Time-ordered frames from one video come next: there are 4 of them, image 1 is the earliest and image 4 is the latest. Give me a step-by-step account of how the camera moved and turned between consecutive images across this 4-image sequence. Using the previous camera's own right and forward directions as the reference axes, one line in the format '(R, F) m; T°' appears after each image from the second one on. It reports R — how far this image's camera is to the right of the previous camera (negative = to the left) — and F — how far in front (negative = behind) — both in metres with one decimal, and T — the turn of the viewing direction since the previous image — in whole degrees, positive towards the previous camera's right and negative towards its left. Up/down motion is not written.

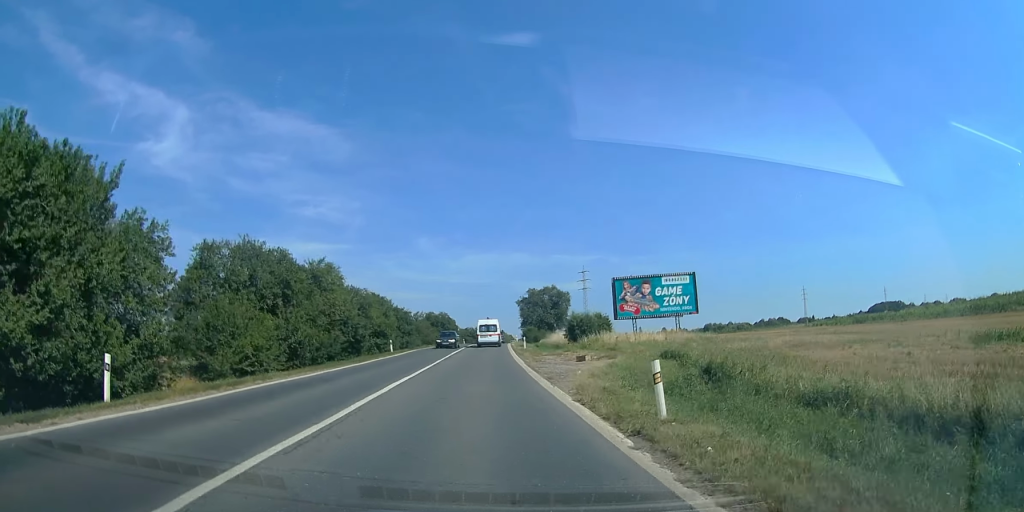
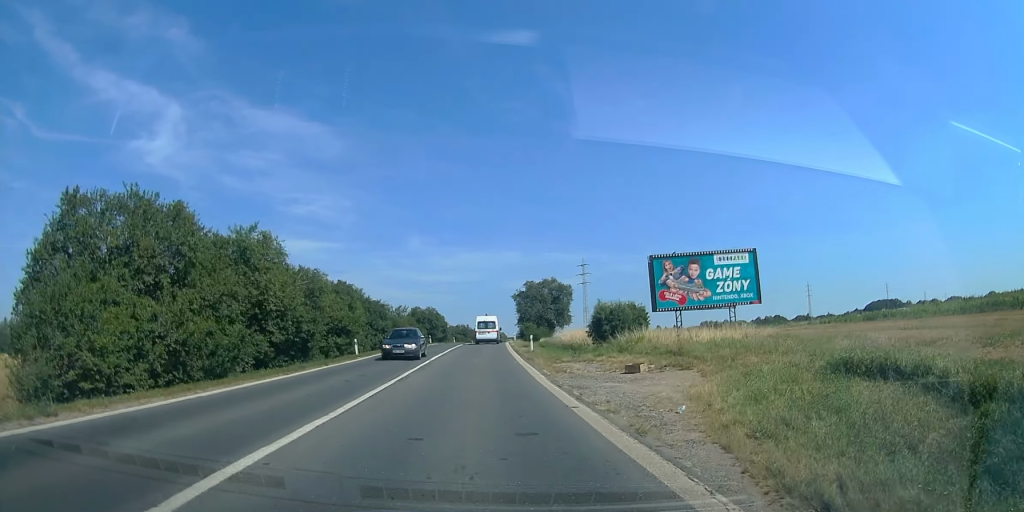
(+0.2, +9.9) m; 0°
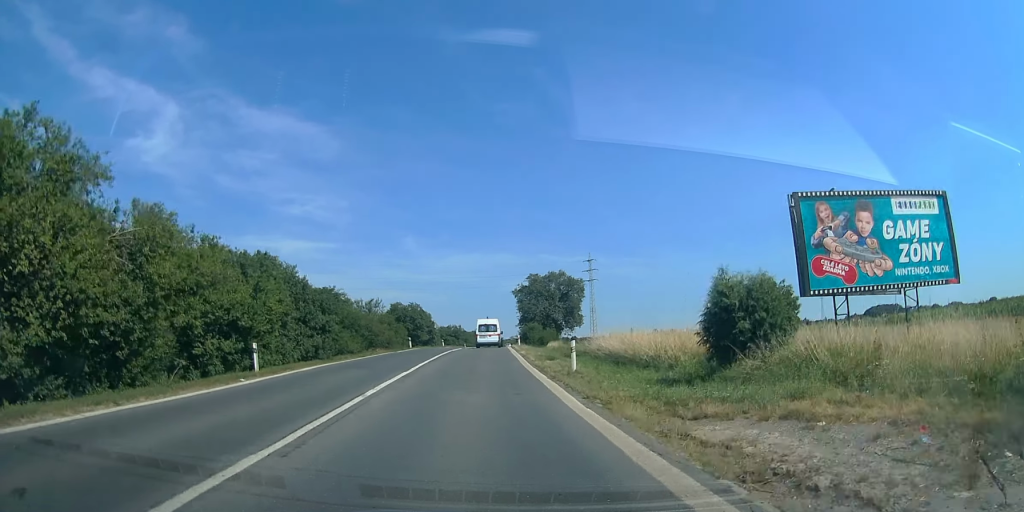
(-1.1, +14.2) m; 0°
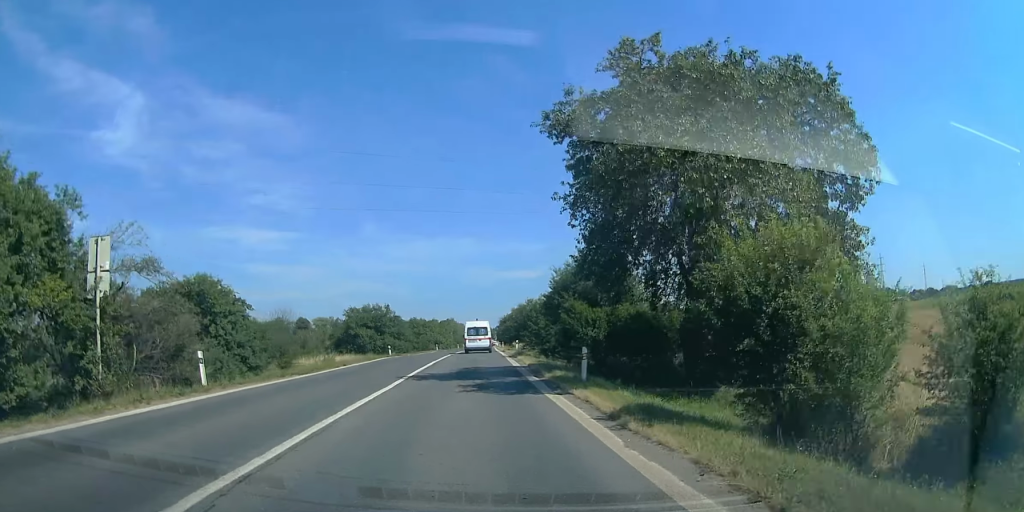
(+5.2, +59.2) m; +6°
